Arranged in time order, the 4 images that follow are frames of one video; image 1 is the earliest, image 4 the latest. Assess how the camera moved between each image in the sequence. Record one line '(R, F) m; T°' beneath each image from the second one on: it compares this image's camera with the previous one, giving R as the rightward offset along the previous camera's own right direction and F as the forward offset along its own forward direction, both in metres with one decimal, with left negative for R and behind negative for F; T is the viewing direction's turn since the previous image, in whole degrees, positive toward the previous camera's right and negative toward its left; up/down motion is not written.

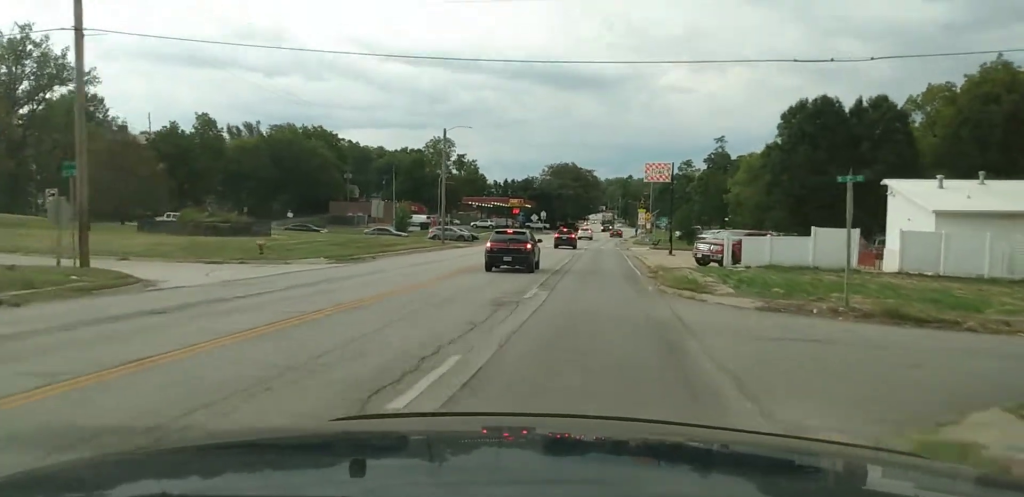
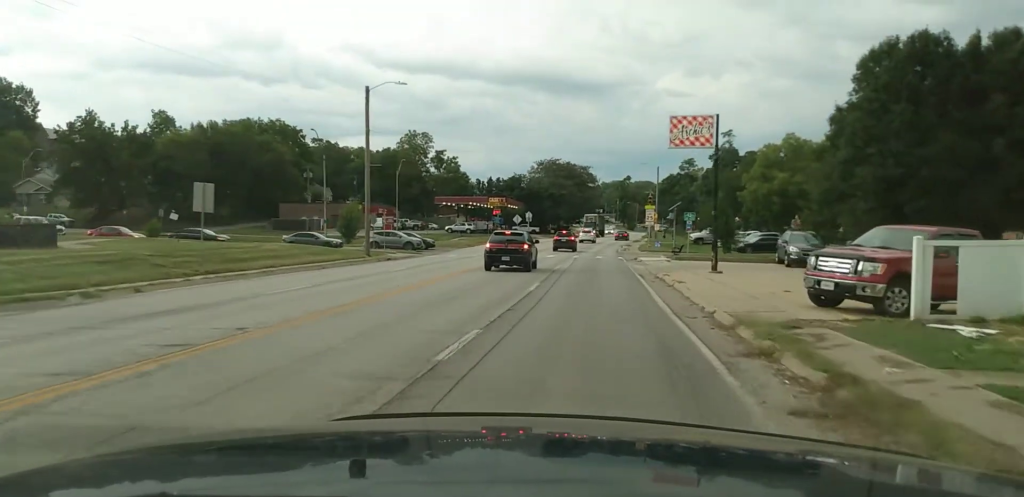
(+0.1, +23.4) m; -1°
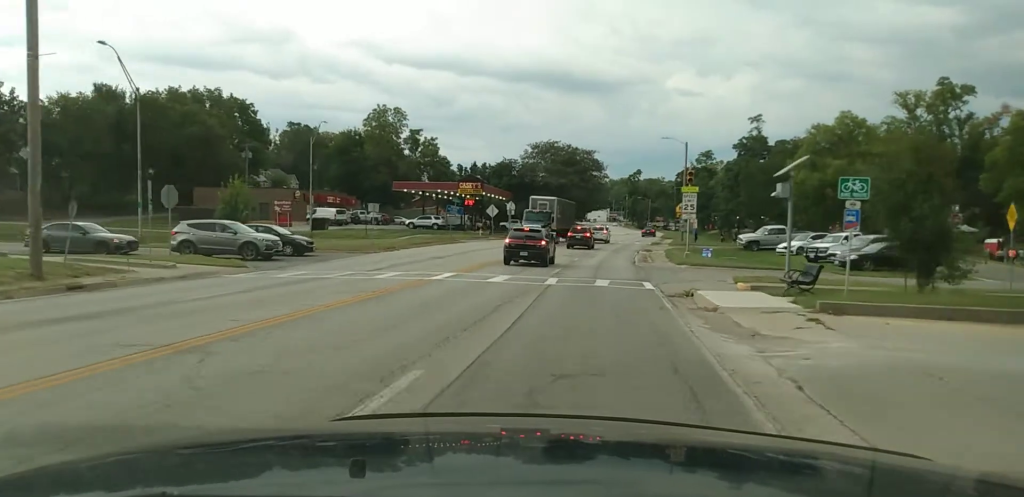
(-0.7, +28.7) m; -1°
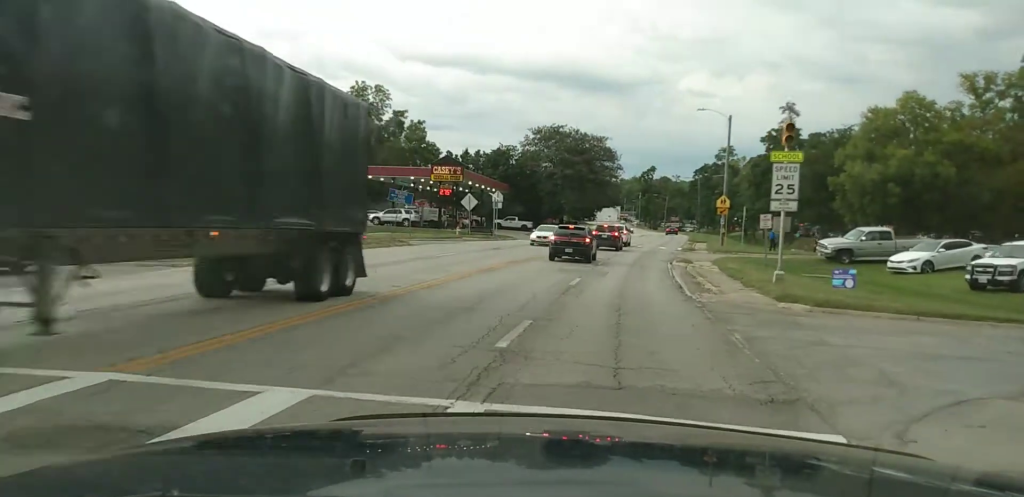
(+0.8, +20.5) m; +1°
